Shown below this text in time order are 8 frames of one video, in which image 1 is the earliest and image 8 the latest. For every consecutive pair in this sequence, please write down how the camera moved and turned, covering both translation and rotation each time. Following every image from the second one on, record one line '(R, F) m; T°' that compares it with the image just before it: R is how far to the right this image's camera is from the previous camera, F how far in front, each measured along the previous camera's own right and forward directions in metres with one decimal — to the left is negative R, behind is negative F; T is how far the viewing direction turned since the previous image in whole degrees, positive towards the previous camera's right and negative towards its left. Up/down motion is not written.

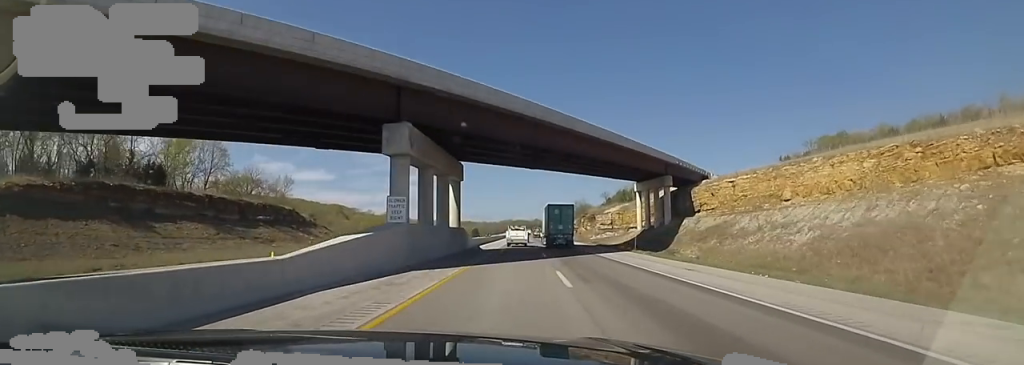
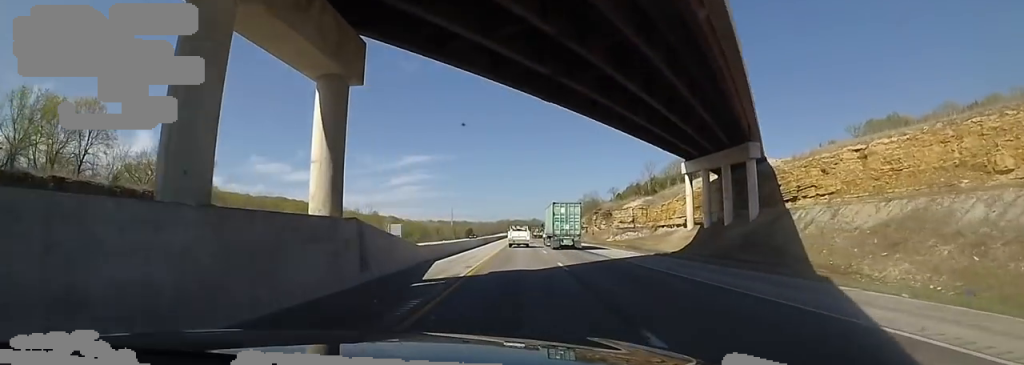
(-0.5, +25.7) m; 0°
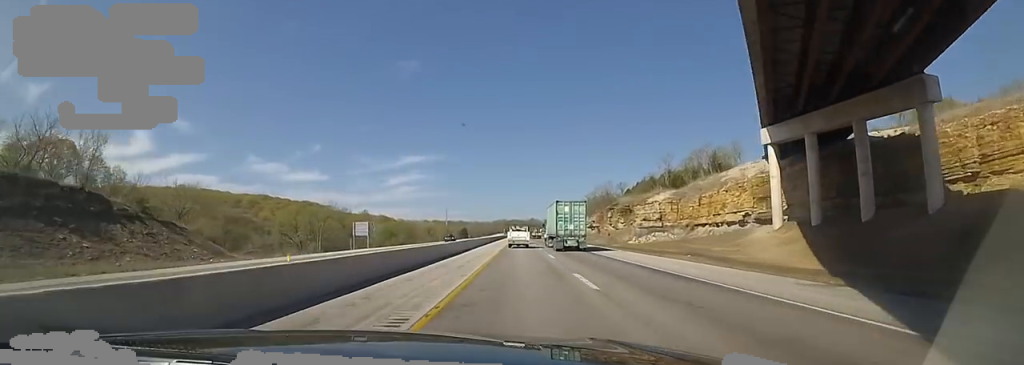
(+0.1, +20.5) m; +1°
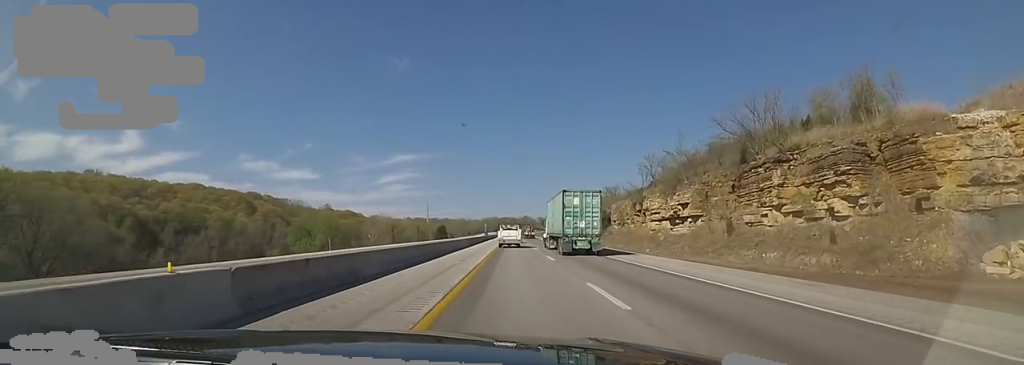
(+1.7, +64.1) m; +2°
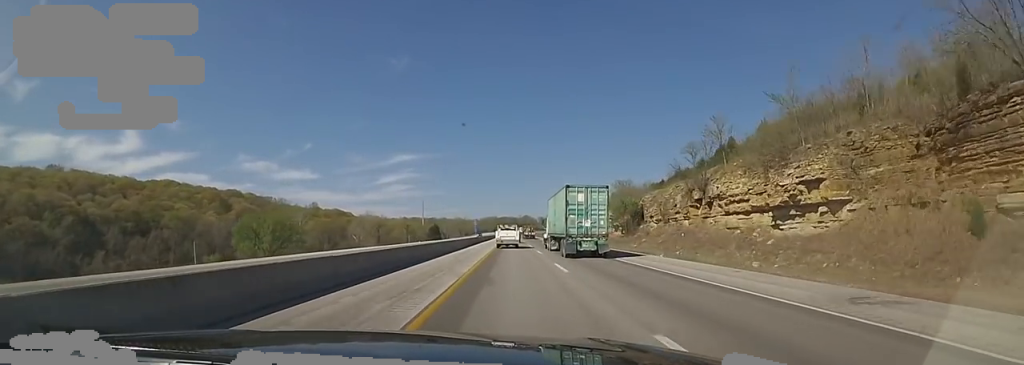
(-0.1, +22.4) m; 0°
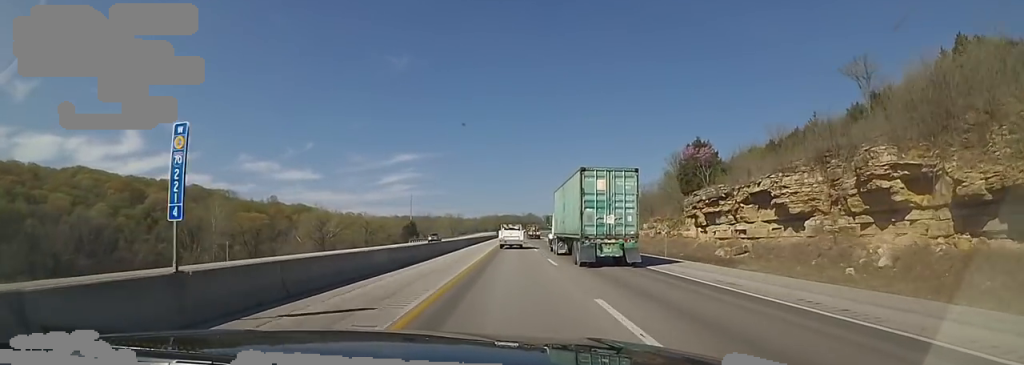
(-0.1, +59.3) m; -1°
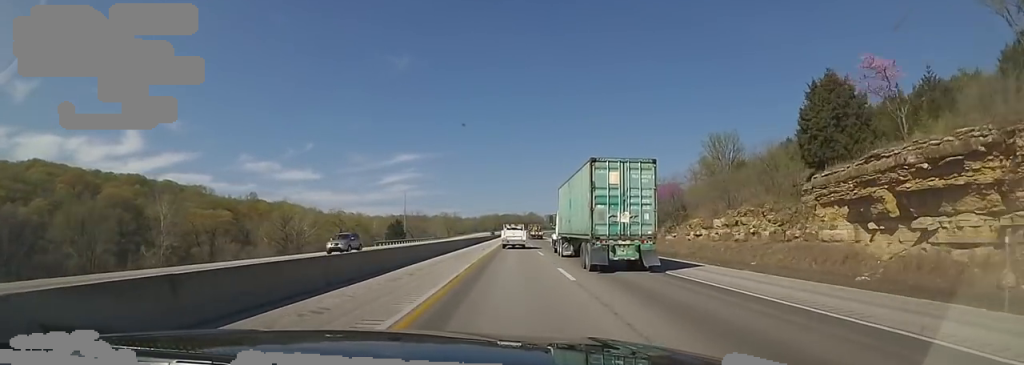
(-0.1, +22.4) m; 0°
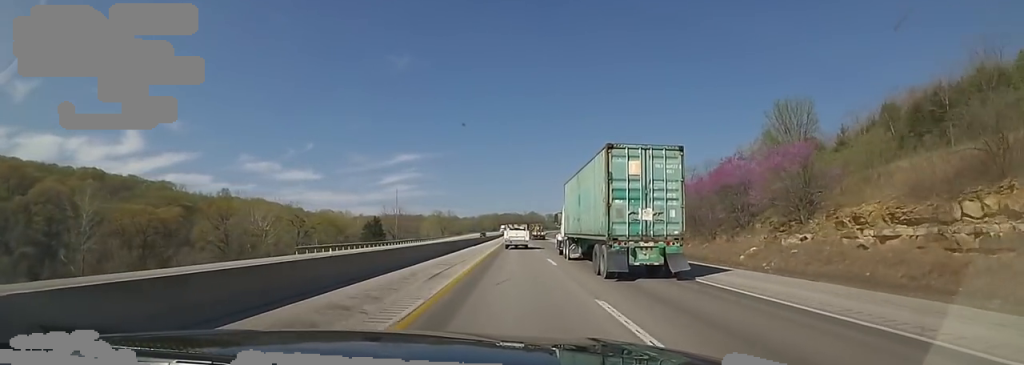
(0.0, +24.6) m; 0°
